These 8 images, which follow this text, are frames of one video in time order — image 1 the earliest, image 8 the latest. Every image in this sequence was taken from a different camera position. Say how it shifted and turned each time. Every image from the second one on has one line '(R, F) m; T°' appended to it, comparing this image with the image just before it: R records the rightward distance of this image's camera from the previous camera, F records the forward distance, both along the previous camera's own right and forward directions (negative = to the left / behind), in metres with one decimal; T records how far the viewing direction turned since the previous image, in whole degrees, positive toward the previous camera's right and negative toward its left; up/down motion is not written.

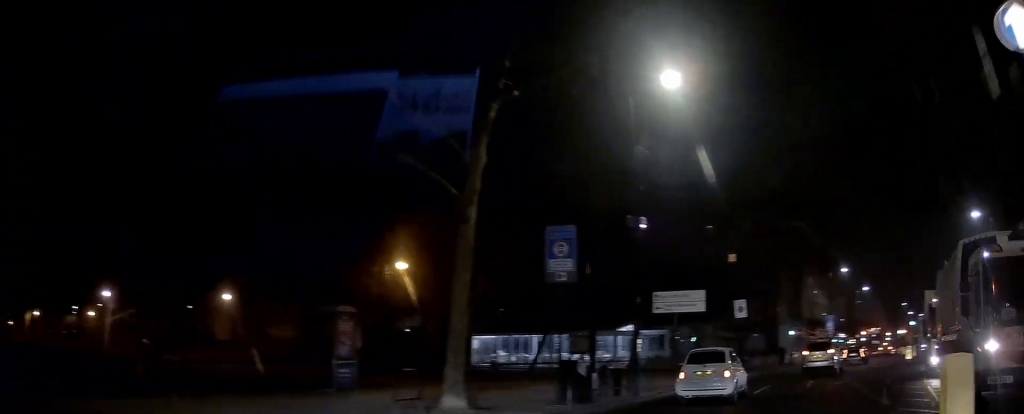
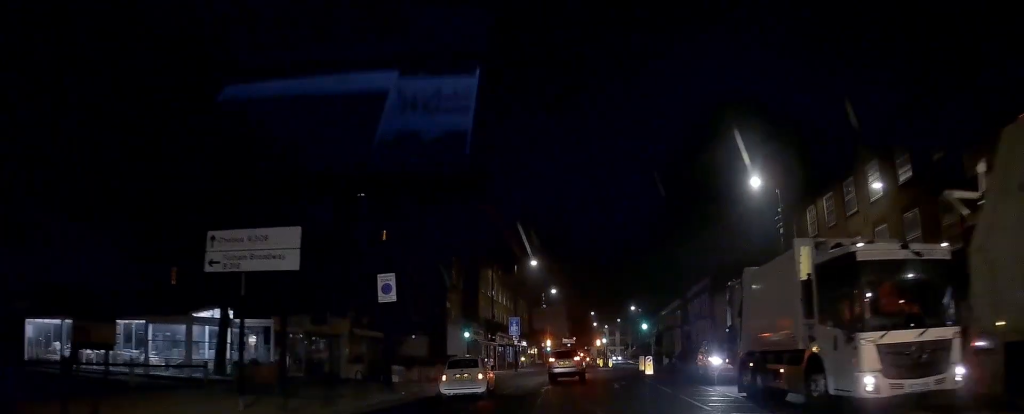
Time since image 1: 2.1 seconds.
(+4.4, +13.4) m; +31°
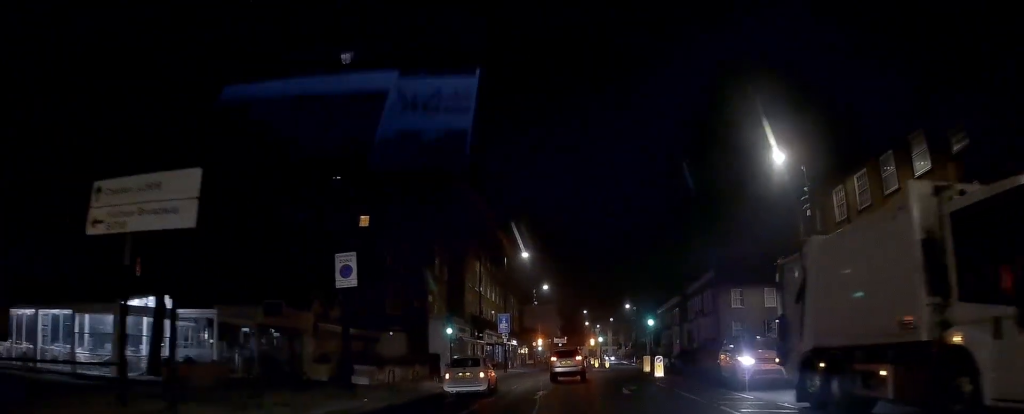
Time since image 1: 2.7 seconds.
(+0.3, +4.2) m; +5°
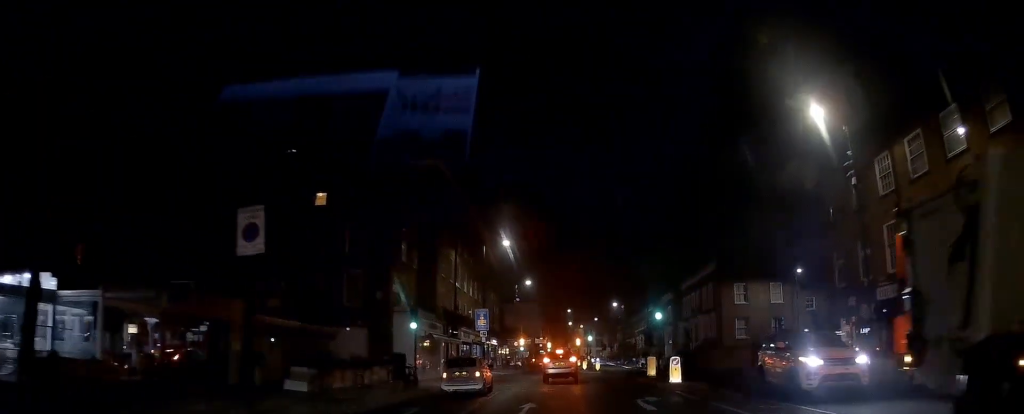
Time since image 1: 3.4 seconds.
(+0.2, +5.6) m; +5°
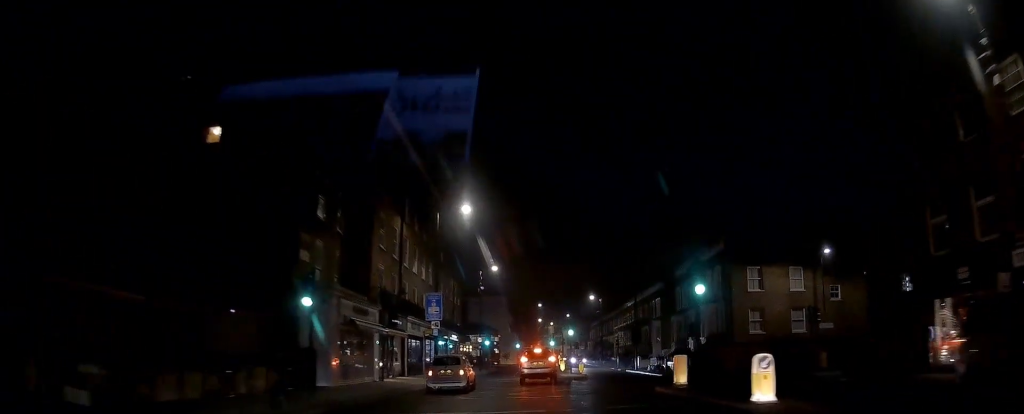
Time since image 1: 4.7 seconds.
(+0.4, +10.2) m; +2°
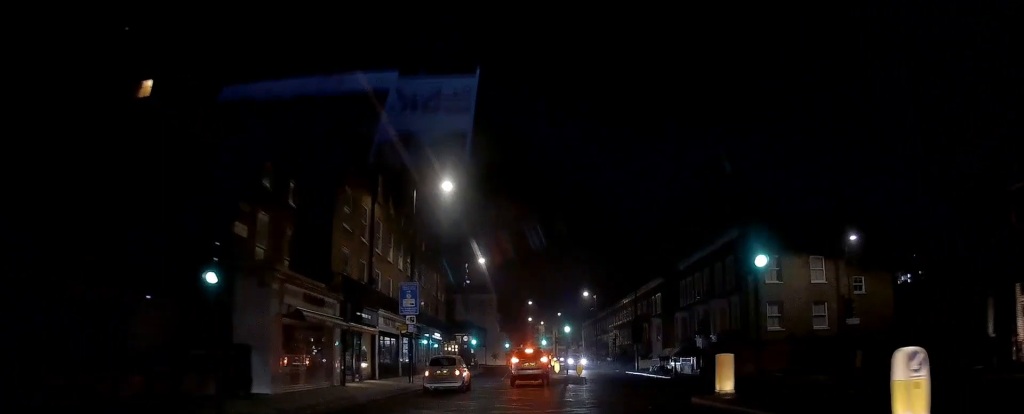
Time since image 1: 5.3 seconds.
(0.0, +5.2) m; 0°
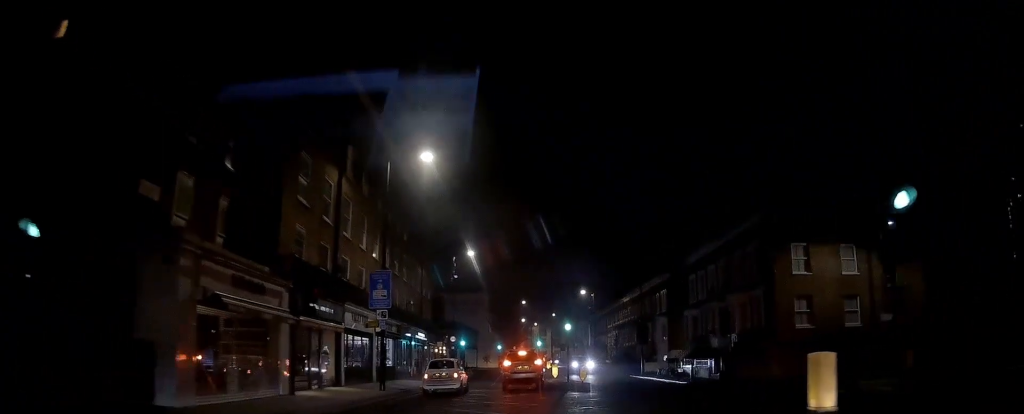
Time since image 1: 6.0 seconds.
(0.0, +5.4) m; +3°
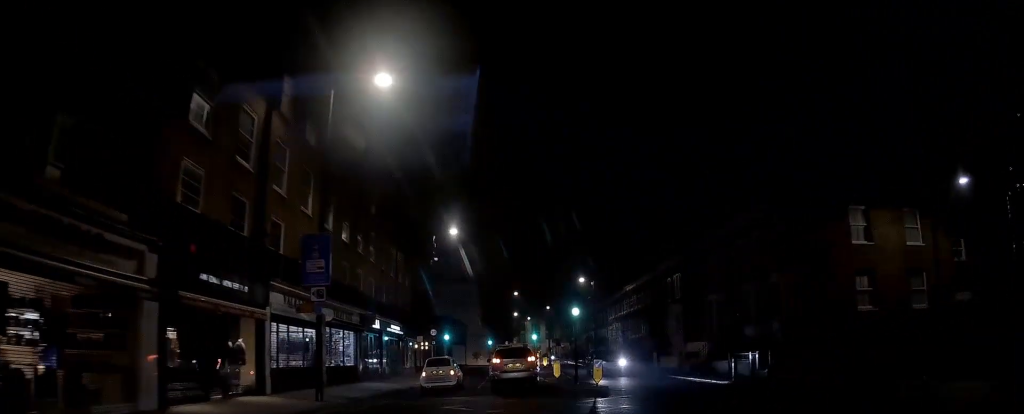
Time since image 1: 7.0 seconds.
(+0.5, +7.8) m; +3°
